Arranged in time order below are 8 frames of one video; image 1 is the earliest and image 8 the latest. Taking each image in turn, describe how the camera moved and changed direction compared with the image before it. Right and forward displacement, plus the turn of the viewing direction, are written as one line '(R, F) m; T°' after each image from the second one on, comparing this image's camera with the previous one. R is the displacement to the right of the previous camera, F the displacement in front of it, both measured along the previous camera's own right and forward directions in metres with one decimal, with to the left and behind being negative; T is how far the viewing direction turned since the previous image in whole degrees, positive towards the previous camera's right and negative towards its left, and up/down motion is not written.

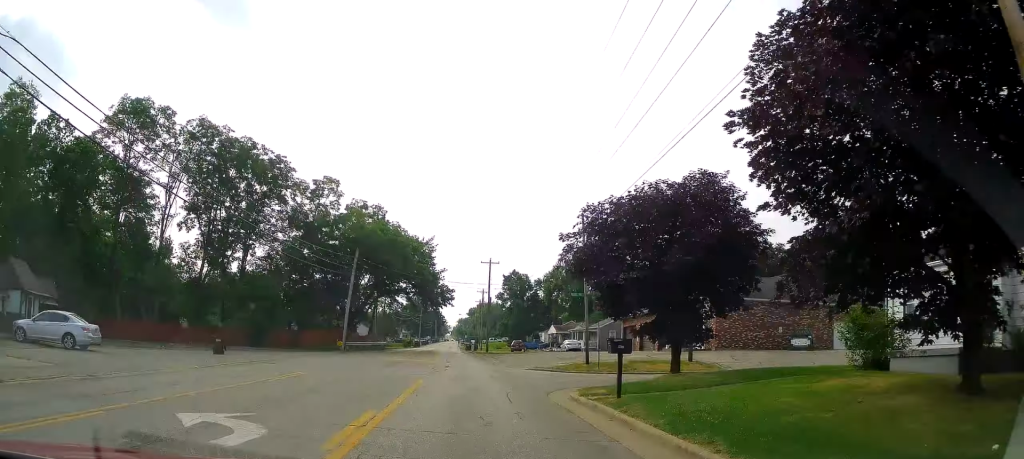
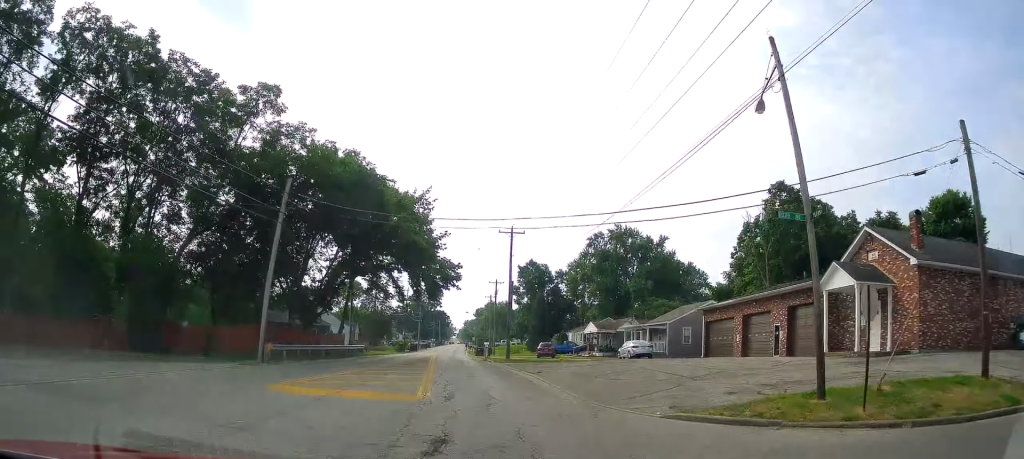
(-0.9, +24.3) m; -1°
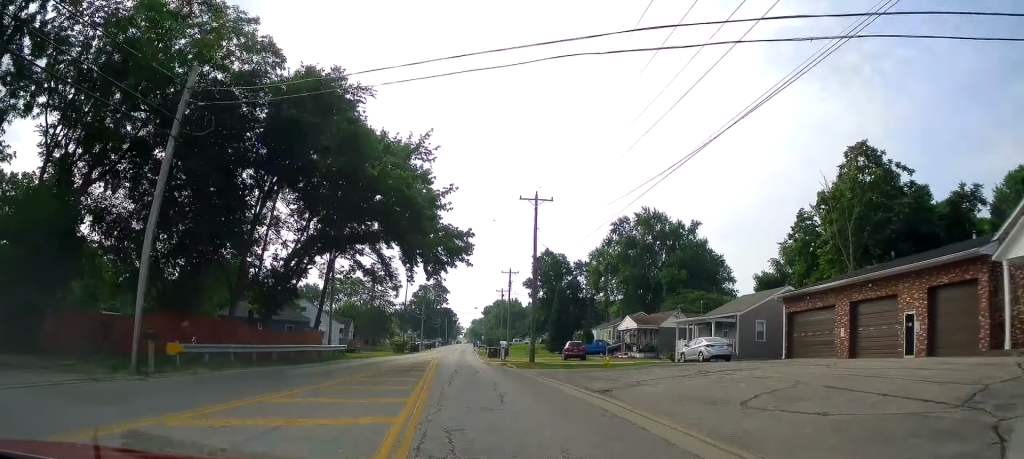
(+0.6, +13.4) m; +1°
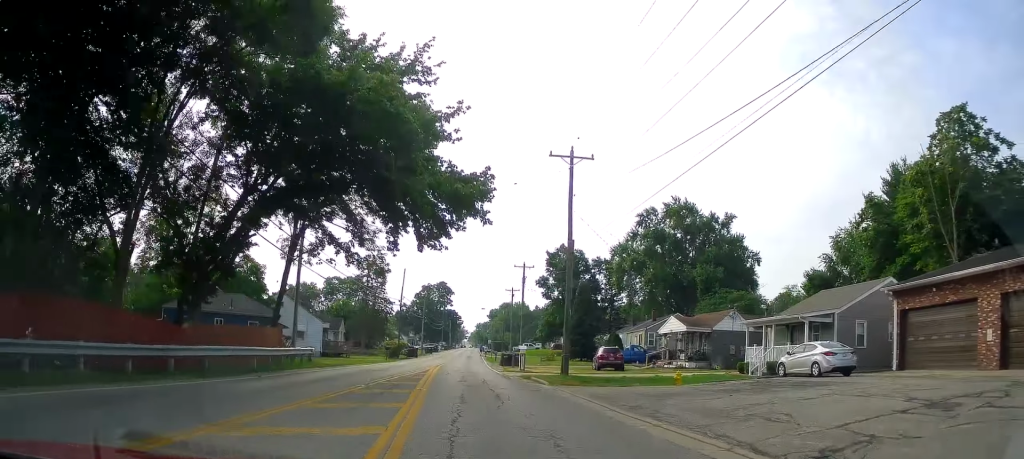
(-0.1, +11.6) m; -1°
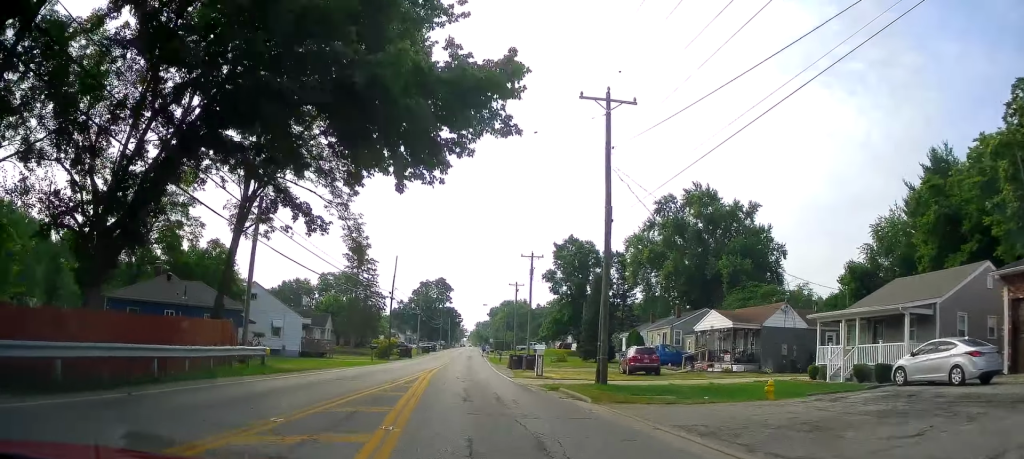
(0.0, +8.1) m; -1°
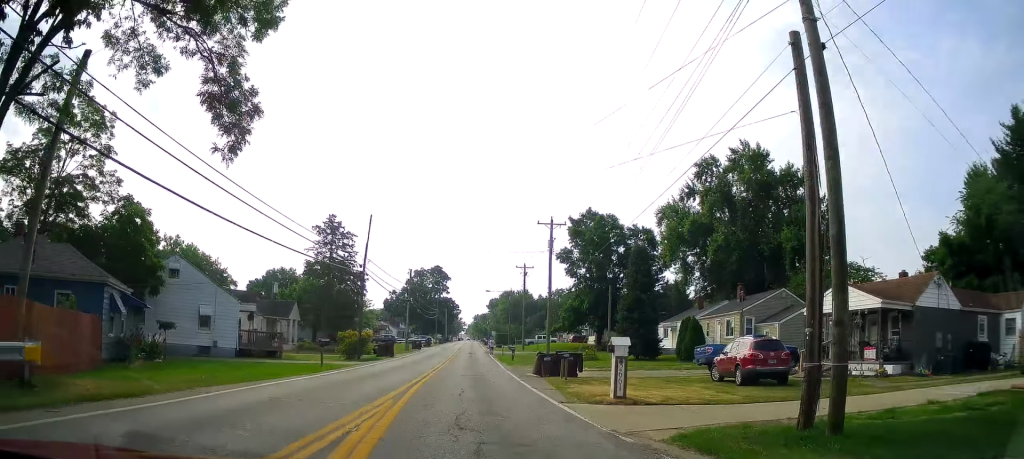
(-0.3, +14.1) m; -1°
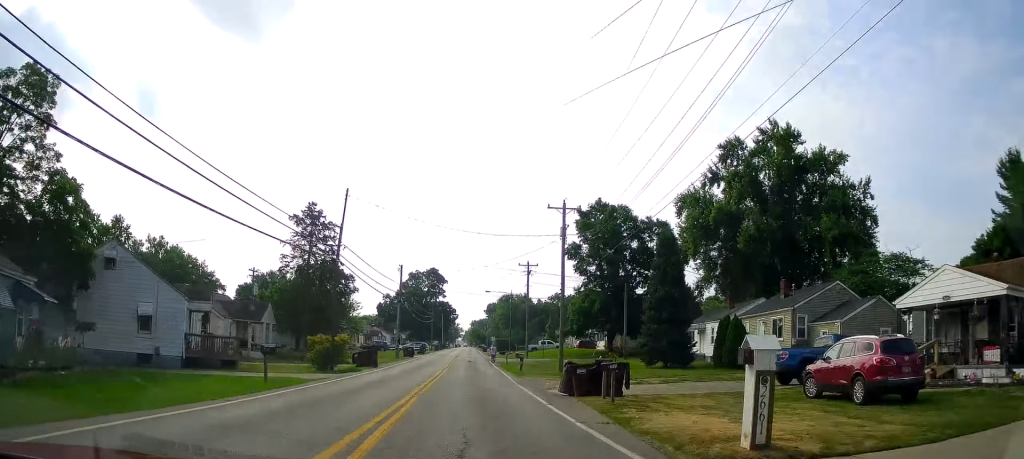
(0.0, +6.7) m; 0°
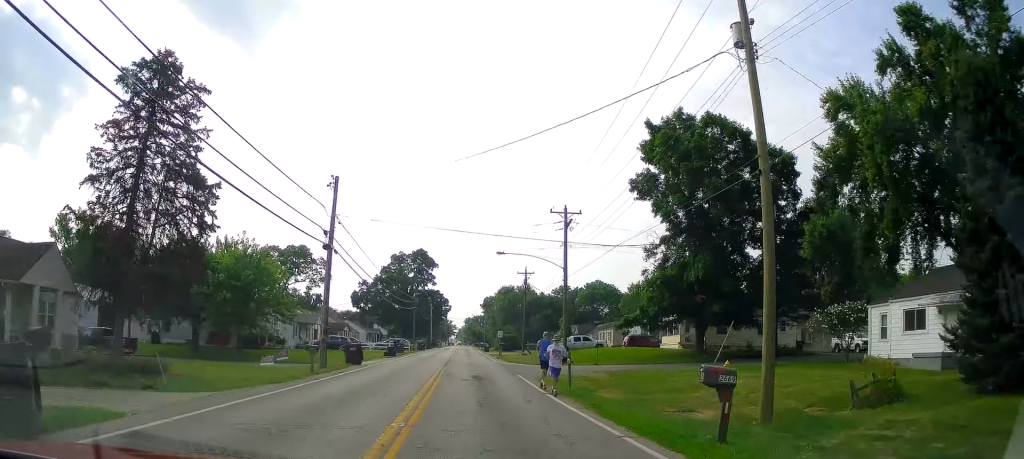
(+0.7, +25.7) m; +4°
